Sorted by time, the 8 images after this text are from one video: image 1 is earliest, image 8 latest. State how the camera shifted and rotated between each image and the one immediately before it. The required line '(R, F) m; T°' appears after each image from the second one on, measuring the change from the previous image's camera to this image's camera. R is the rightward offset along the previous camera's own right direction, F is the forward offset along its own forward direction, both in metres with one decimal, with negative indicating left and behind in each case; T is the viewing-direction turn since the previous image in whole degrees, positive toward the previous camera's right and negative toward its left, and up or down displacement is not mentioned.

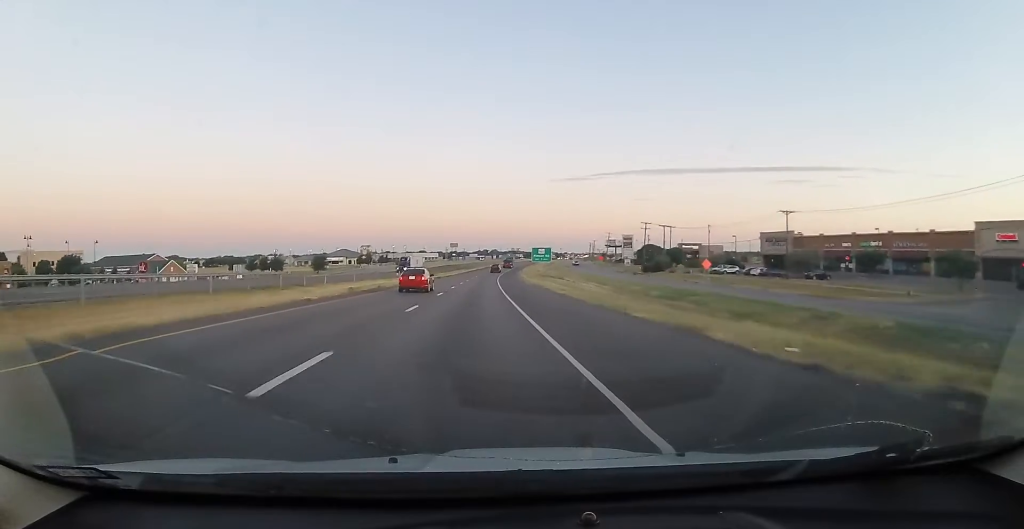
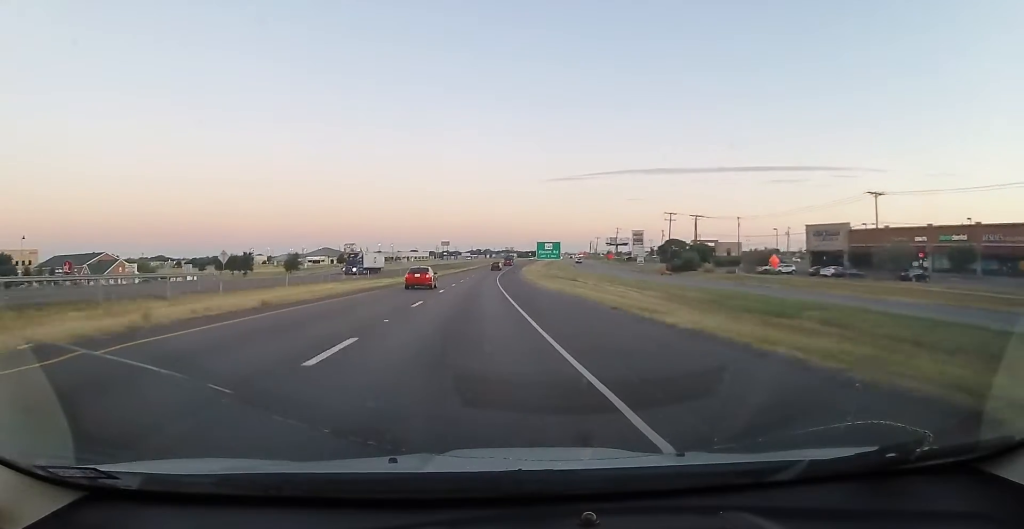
(-0.3, +22.9) m; +2°
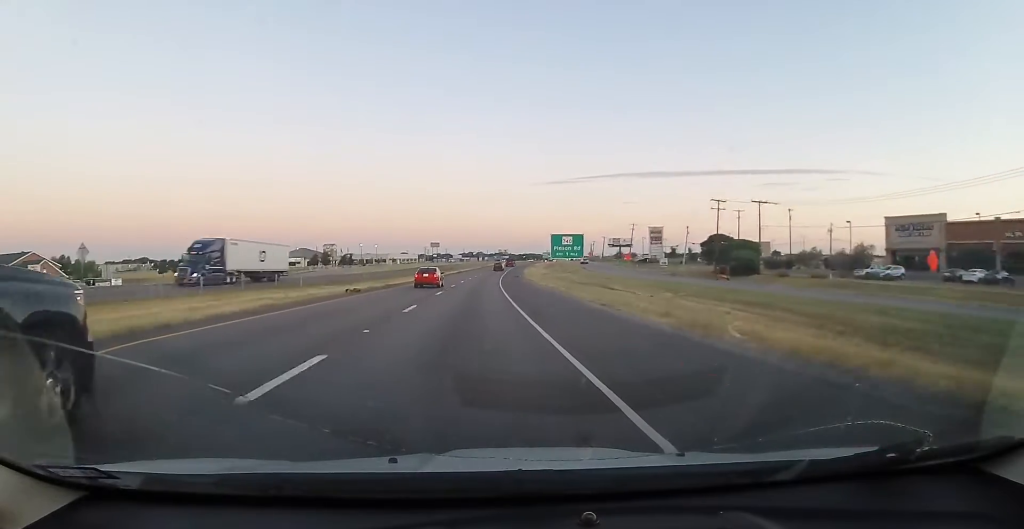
(+1.0, +27.0) m; +2°
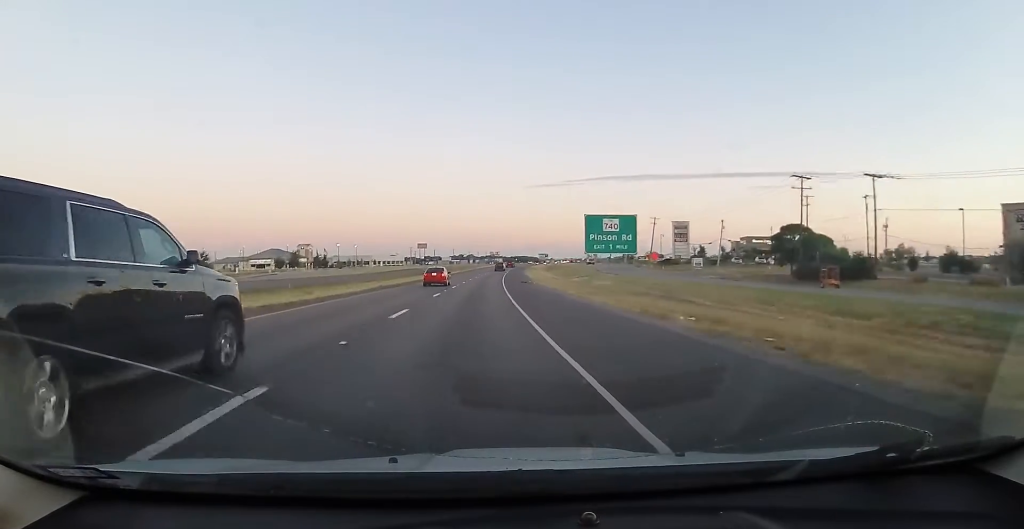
(+0.4, +27.1) m; +1°
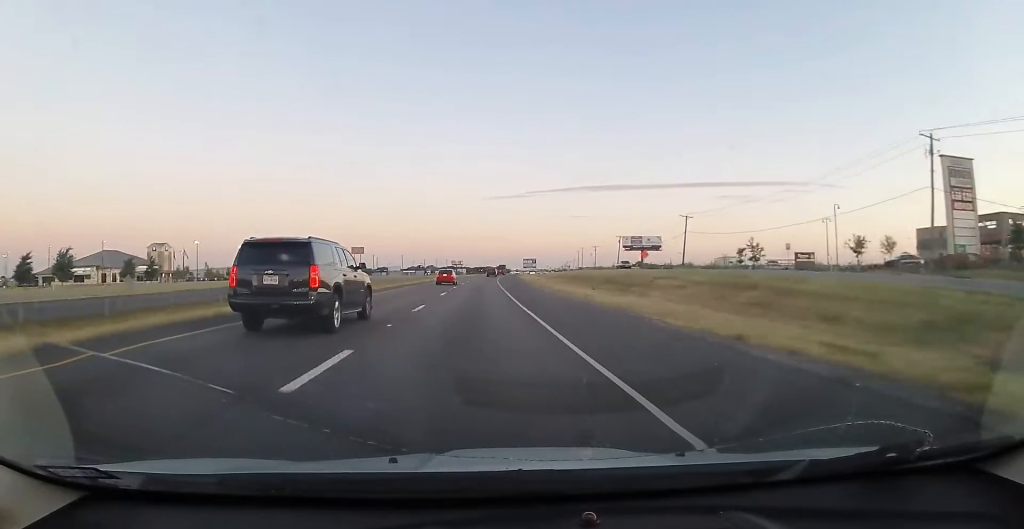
(+0.3, +96.2) m; +2°
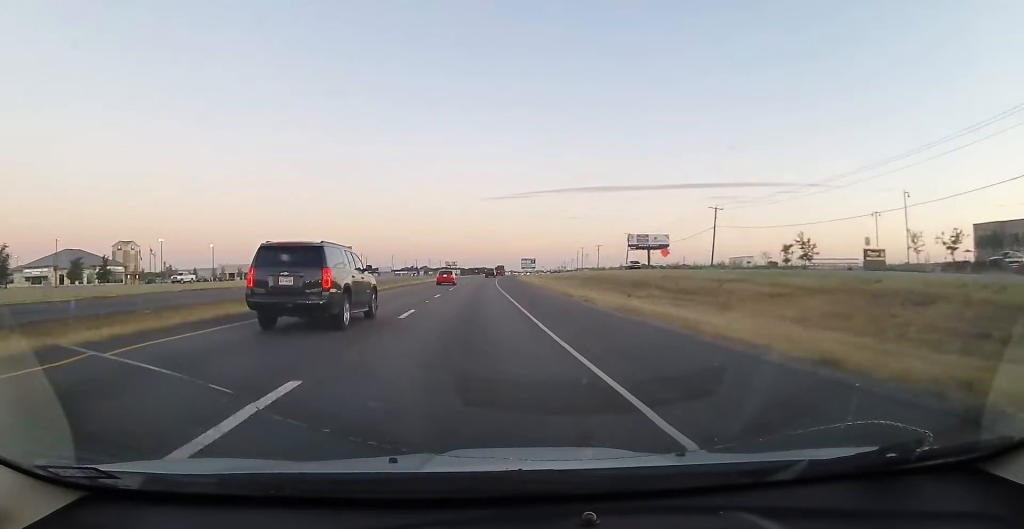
(0.0, +14.8) m; +1°
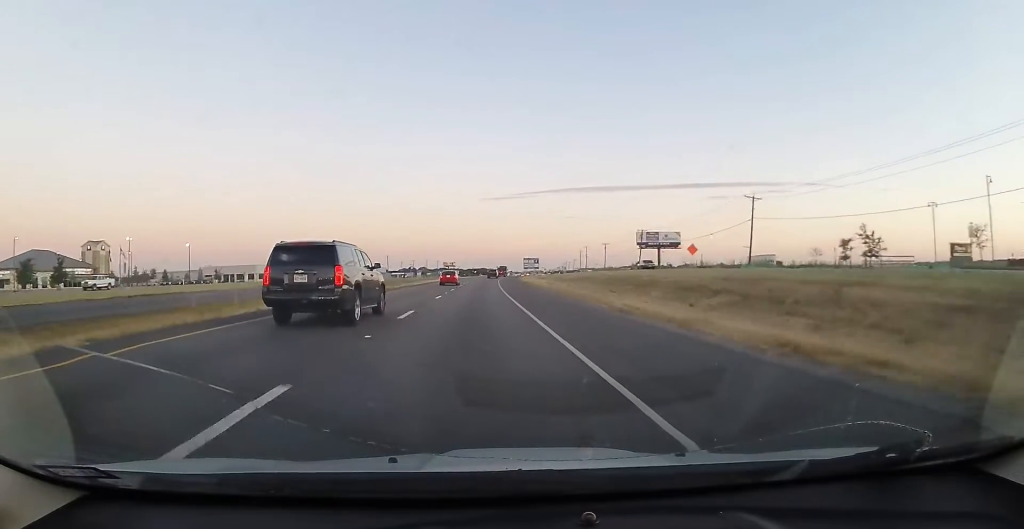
(+0.3, +12.7) m; 0°
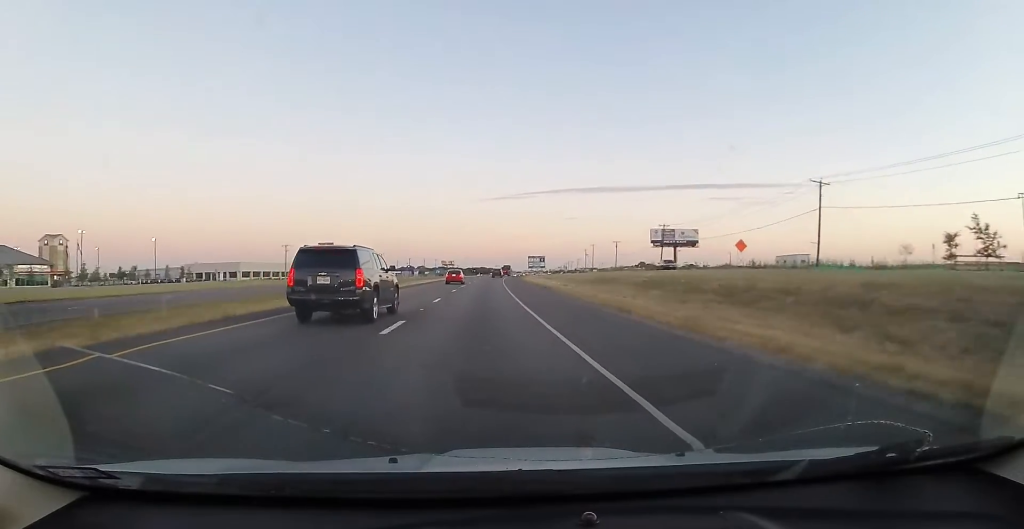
(+0.3, +15.9) m; 0°
